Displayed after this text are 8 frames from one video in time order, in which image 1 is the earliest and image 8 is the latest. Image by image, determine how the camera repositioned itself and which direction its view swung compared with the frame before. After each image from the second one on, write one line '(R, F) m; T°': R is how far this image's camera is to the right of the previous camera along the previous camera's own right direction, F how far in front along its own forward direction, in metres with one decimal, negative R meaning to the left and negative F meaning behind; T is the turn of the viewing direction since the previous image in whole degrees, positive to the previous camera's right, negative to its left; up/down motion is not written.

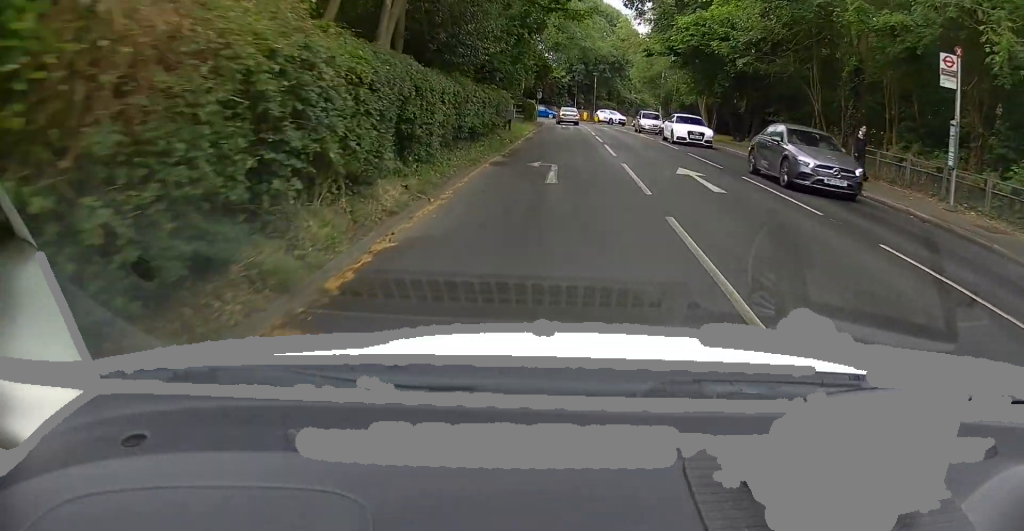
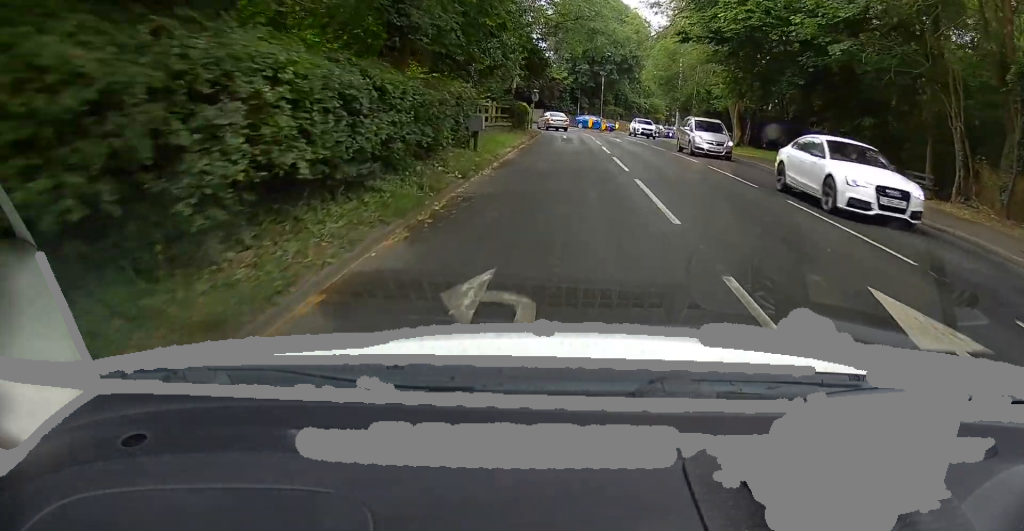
(+0.1, +12.8) m; 0°
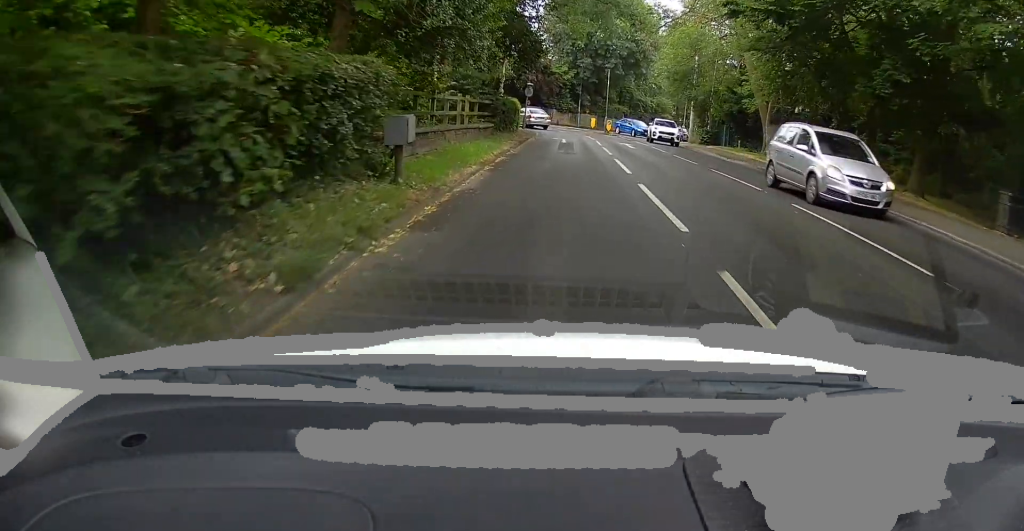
(-0.1, +9.2) m; 0°
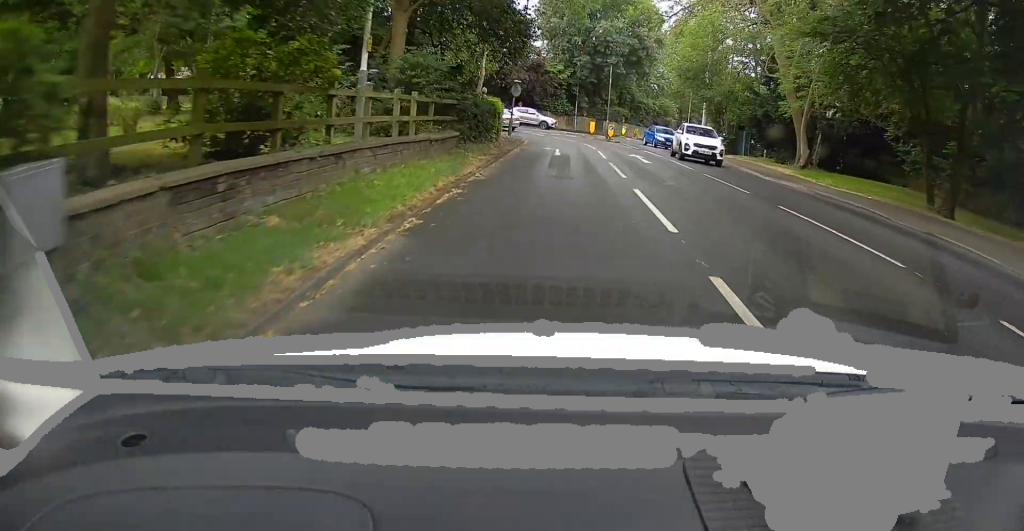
(0.0, +8.0) m; +1°
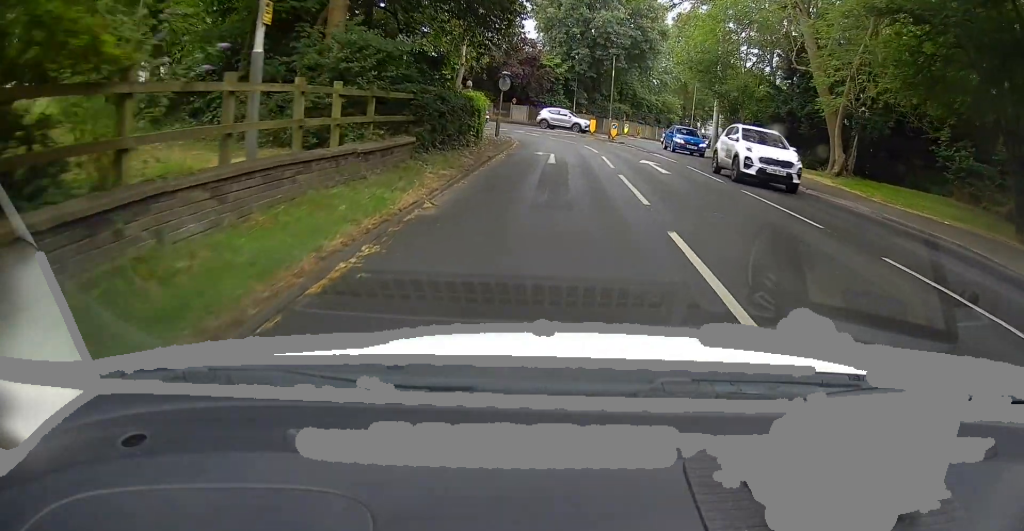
(0.0, +5.4) m; 0°
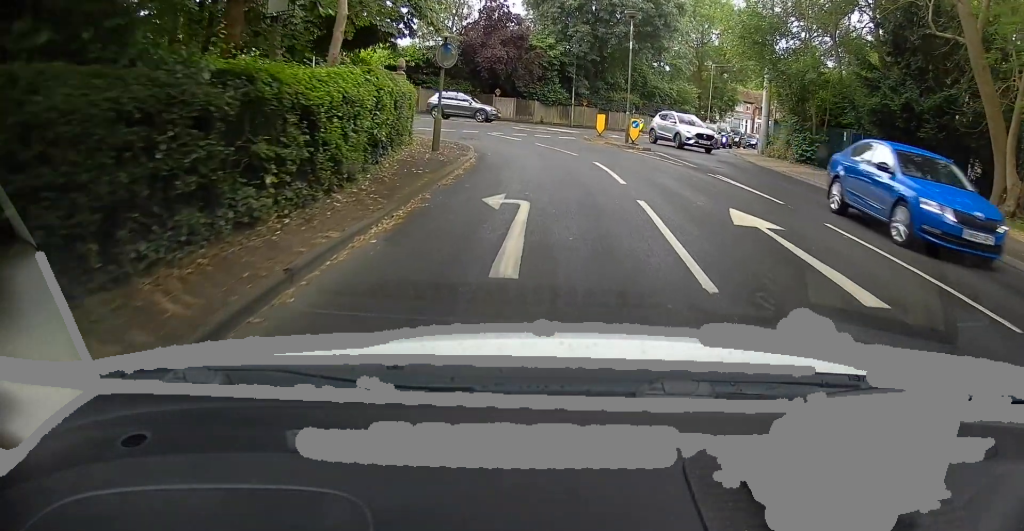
(-0.1, +13.7) m; -2°
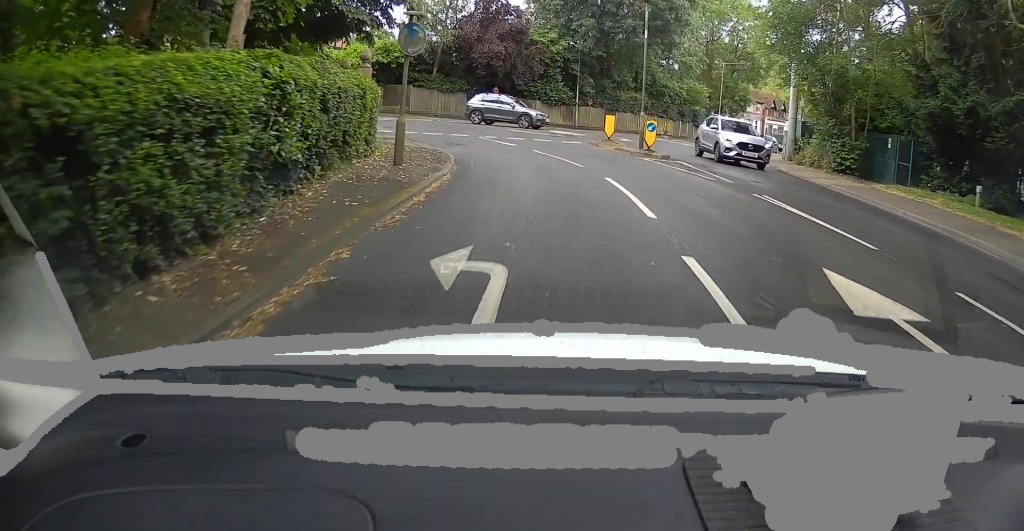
(0.0, +4.1) m; -1°
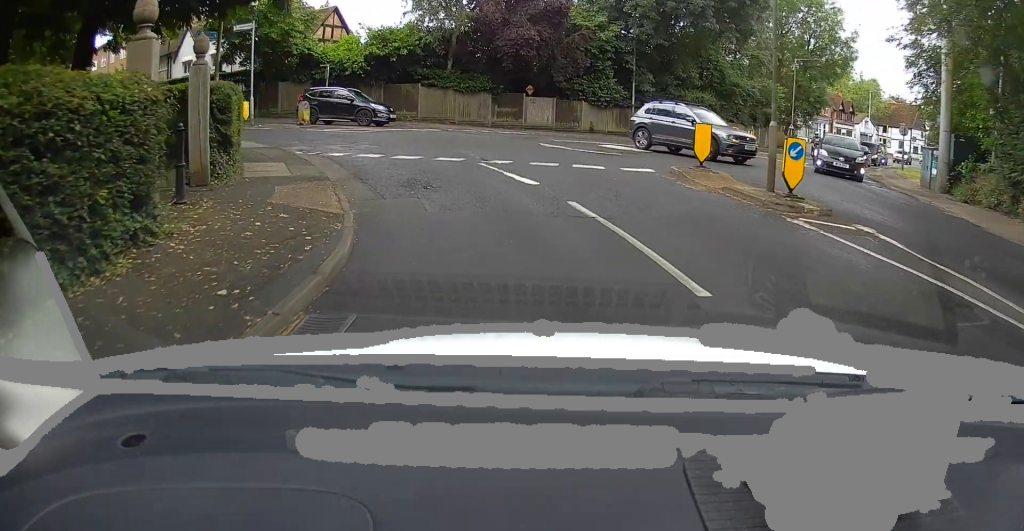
(-0.2, +10.7) m; -2°
